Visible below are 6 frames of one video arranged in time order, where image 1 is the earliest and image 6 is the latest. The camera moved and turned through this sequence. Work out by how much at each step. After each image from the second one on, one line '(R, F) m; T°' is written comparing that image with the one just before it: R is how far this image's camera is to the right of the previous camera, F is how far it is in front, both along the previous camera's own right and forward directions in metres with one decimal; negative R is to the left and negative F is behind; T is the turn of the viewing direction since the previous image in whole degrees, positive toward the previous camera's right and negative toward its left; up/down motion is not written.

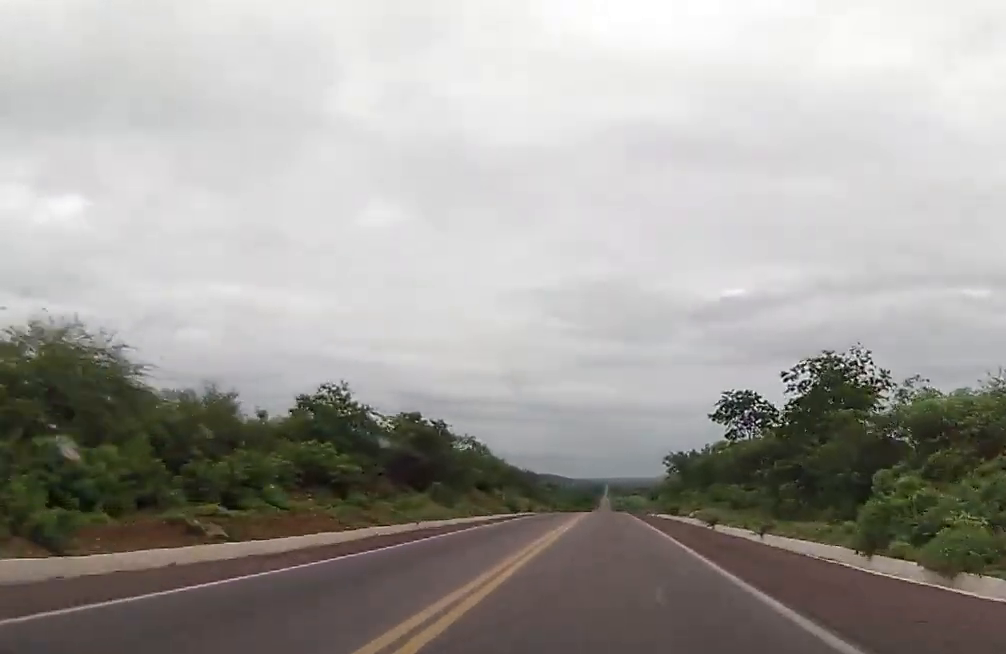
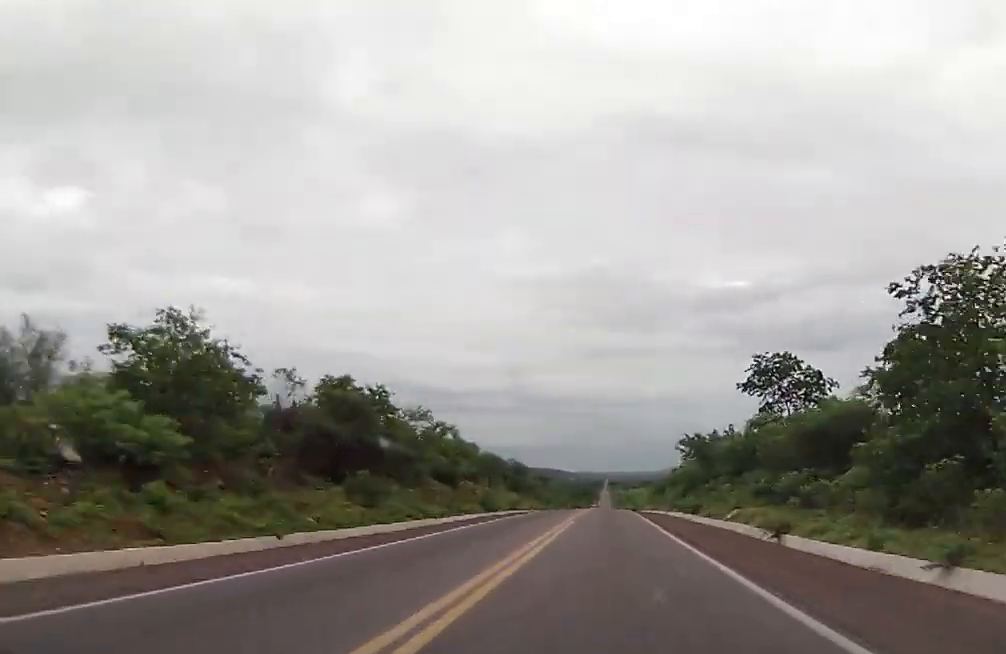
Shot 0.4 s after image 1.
(+0.2, +17.1) m; 0°
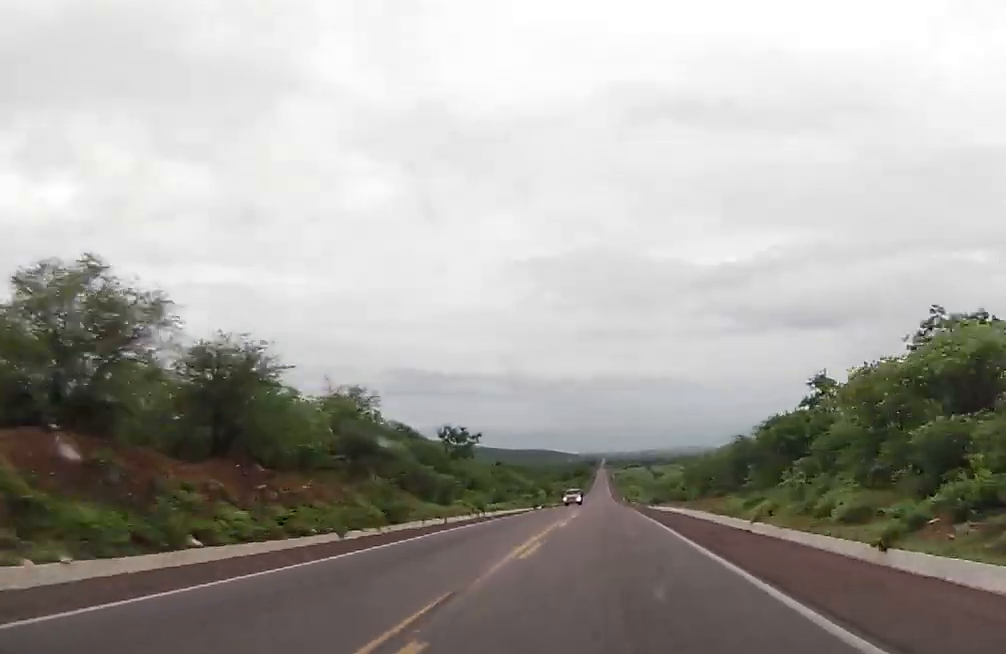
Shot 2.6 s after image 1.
(-1.1, +86.6) m; 0°
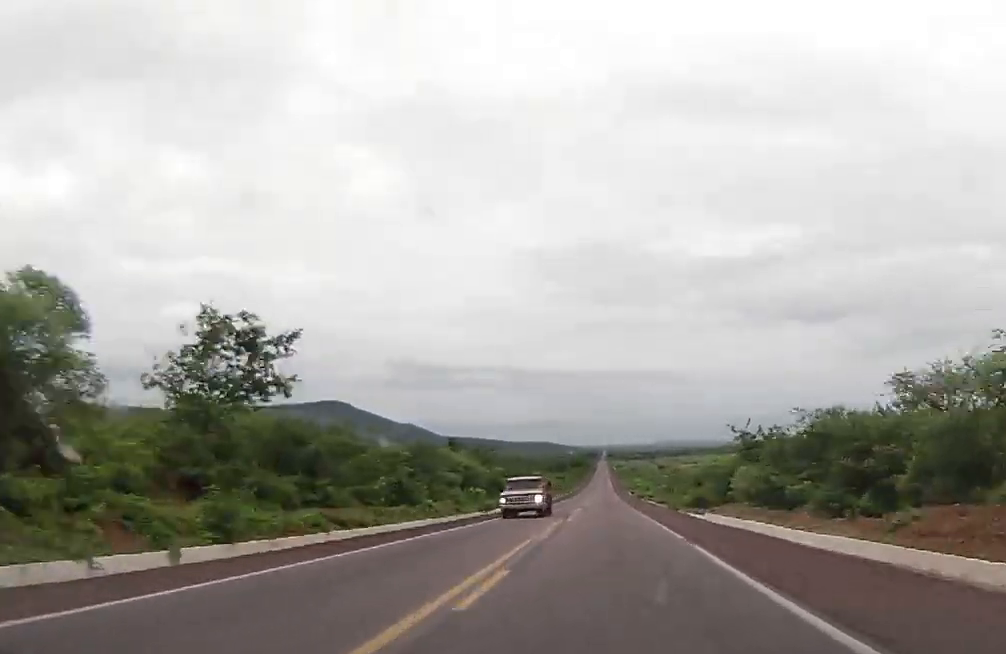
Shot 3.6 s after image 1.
(+0.3, +41.8) m; 0°
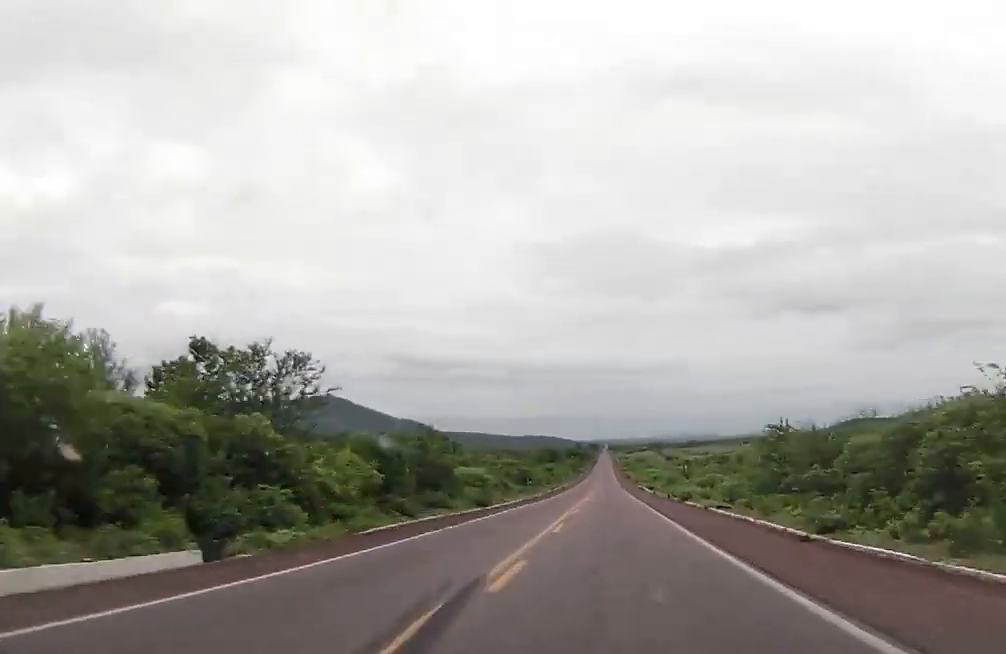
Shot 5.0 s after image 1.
(-0.2, +57.3) m; 0°
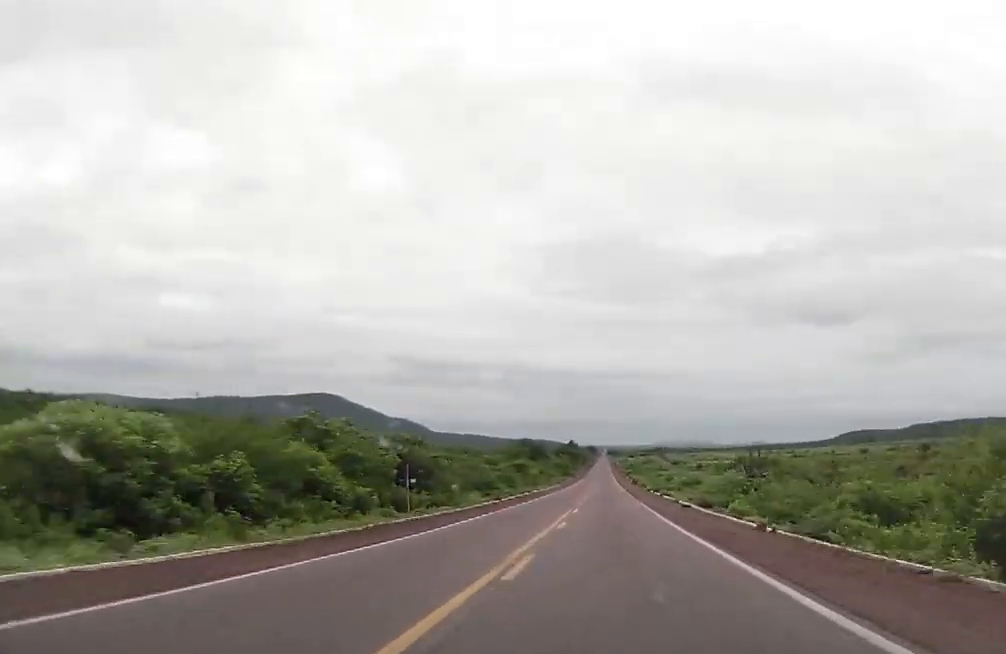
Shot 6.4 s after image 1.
(+0.2, +58.2) m; 0°
